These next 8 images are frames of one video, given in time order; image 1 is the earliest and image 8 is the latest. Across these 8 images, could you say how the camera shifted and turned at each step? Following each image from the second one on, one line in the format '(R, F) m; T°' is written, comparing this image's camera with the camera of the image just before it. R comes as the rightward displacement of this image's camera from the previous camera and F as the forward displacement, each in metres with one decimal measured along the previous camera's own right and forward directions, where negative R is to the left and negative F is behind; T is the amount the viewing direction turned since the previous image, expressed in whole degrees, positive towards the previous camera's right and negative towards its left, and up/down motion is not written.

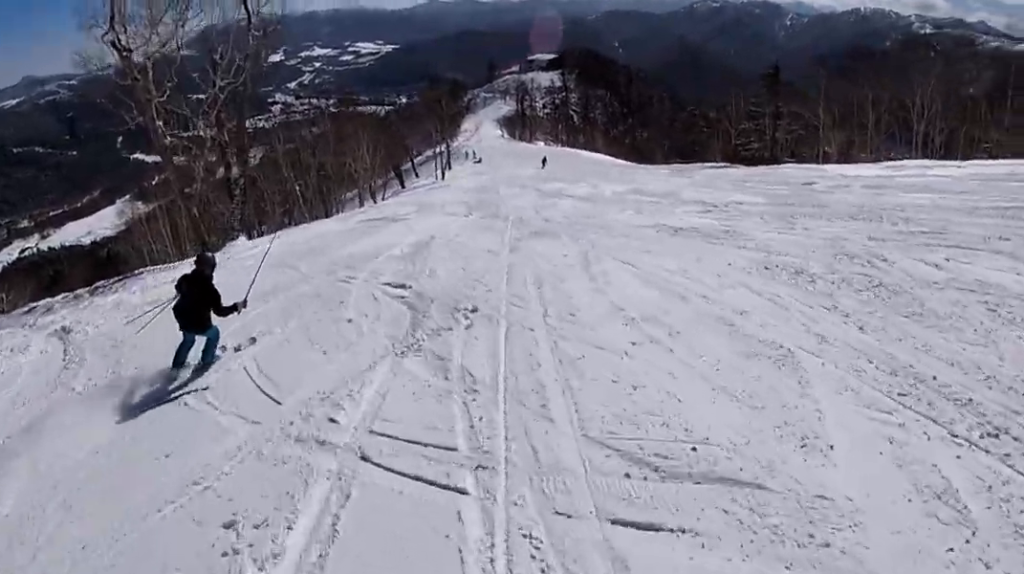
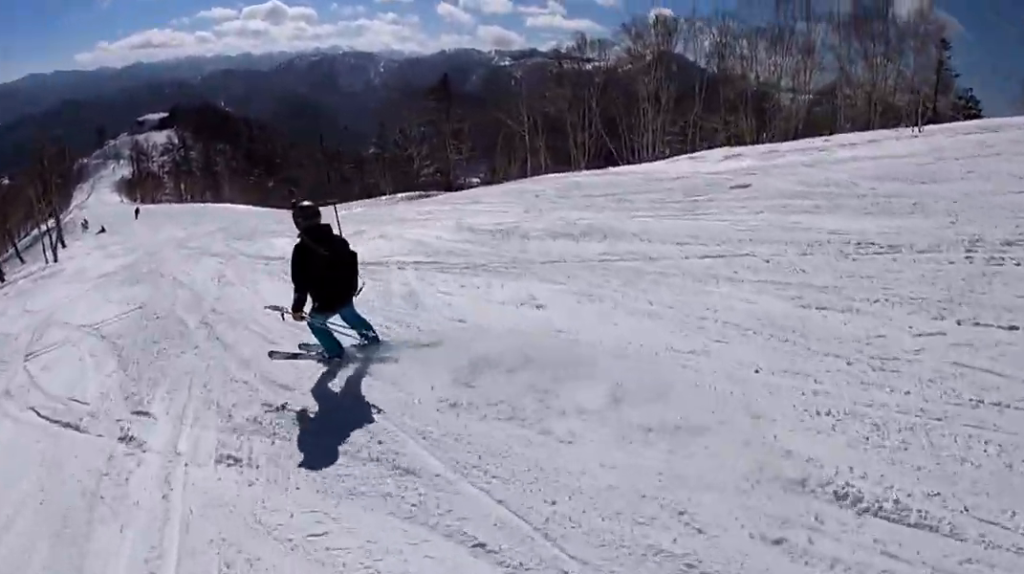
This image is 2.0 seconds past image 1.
(+3.3, +17.4) m; +15°
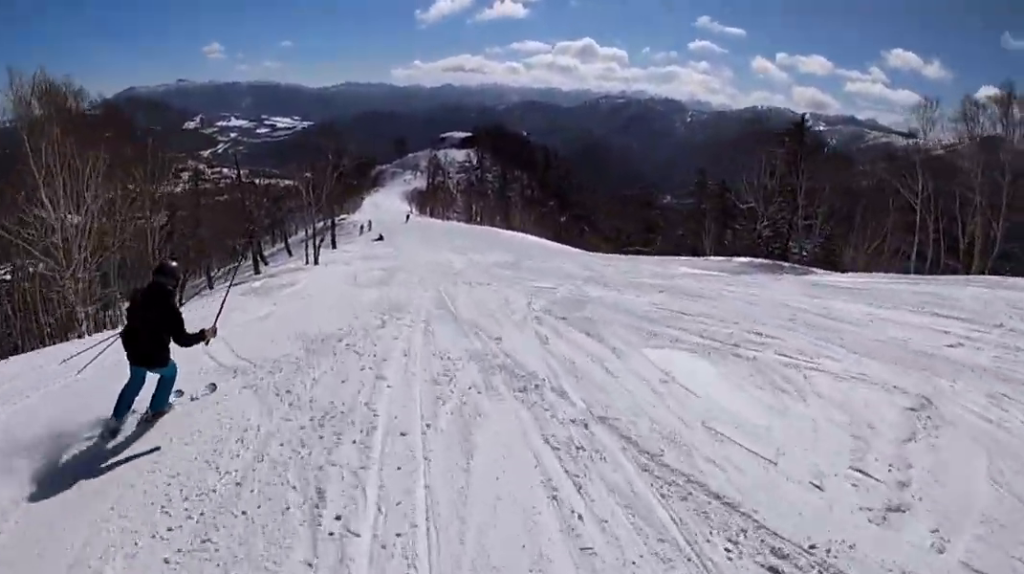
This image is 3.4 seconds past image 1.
(-0.5, +10.9) m; -5°
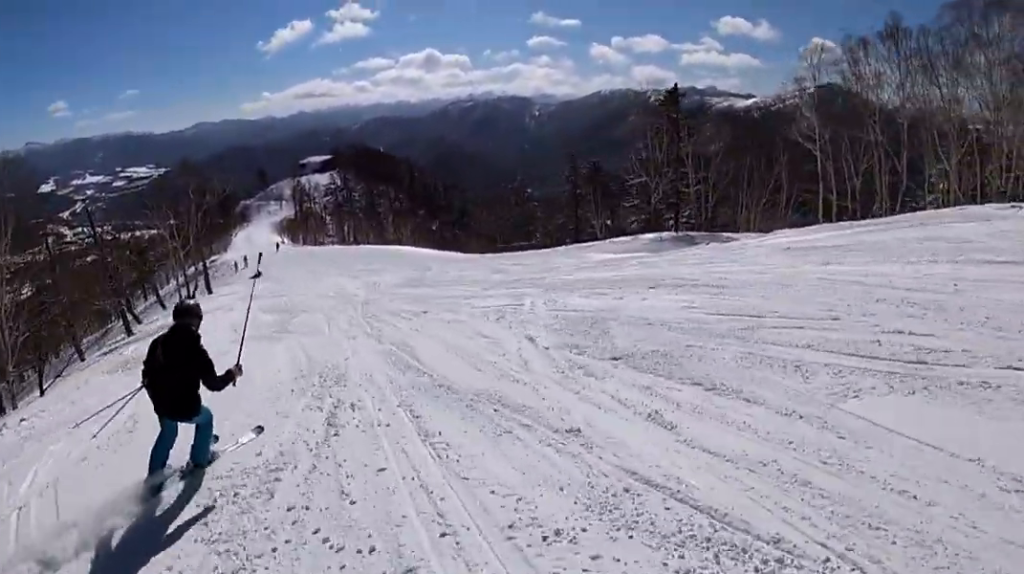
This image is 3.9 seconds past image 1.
(-0.1, +4.1) m; +3°
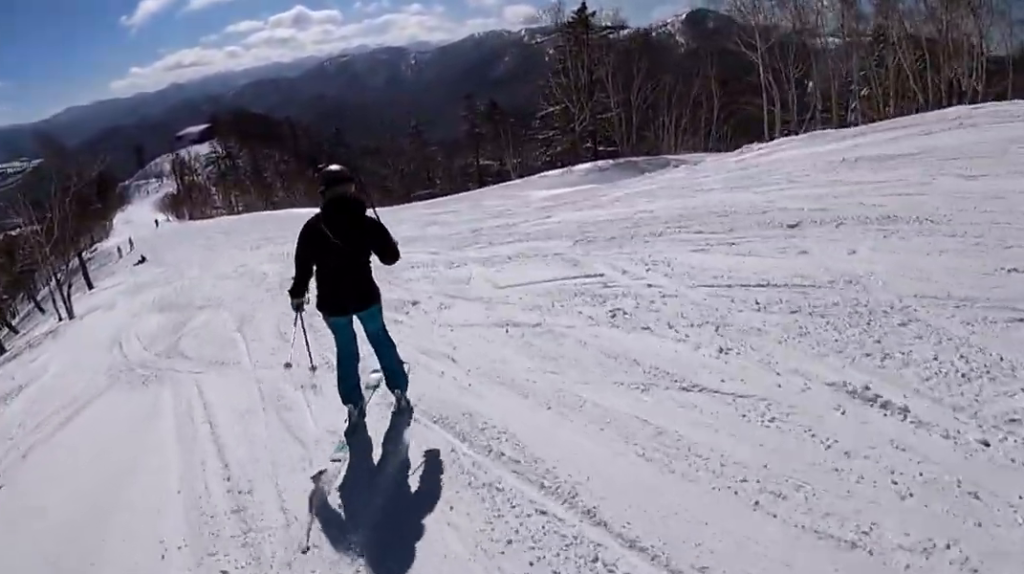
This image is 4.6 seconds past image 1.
(+0.1, +5.4) m; +2°
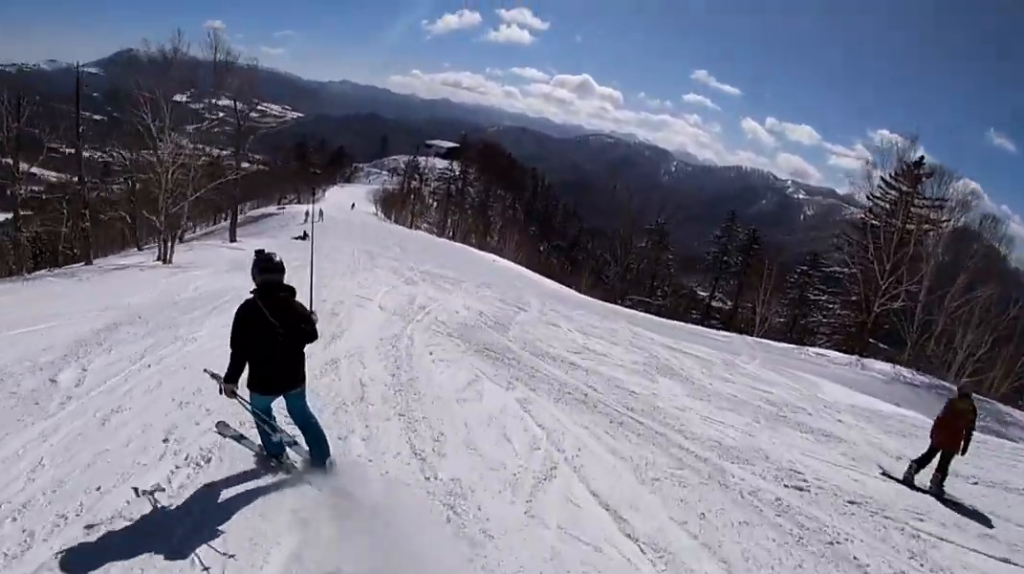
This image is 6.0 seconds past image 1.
(-0.2, +10.5) m; -15°
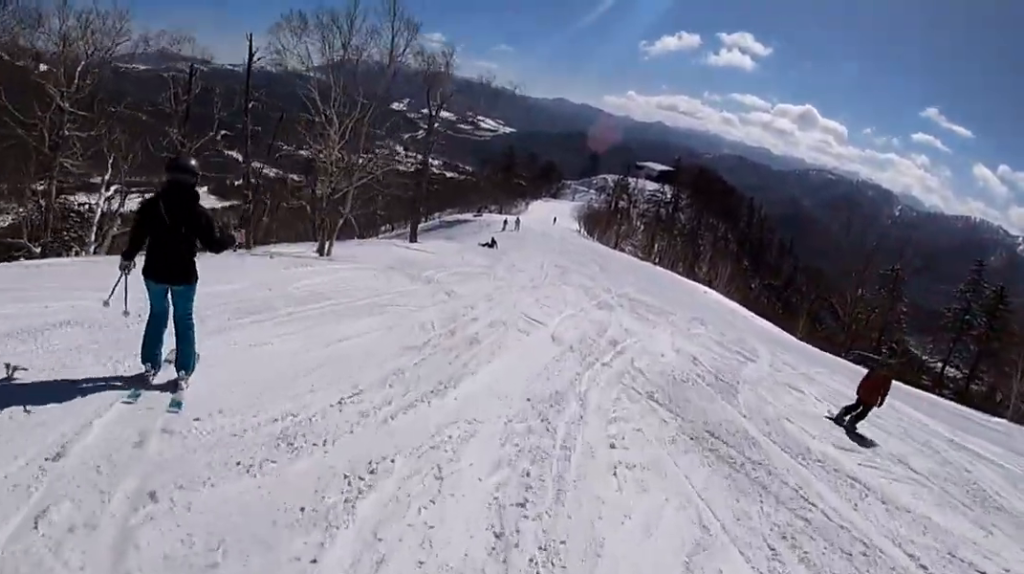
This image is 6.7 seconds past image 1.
(-0.7, +4.9) m; -6°
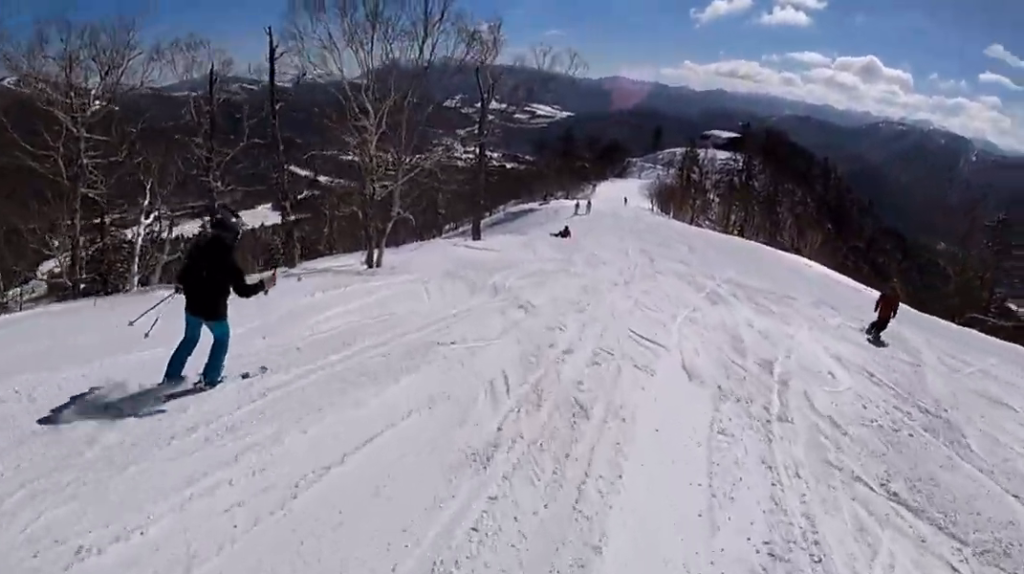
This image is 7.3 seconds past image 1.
(-0.9, +4.1) m; 0°
